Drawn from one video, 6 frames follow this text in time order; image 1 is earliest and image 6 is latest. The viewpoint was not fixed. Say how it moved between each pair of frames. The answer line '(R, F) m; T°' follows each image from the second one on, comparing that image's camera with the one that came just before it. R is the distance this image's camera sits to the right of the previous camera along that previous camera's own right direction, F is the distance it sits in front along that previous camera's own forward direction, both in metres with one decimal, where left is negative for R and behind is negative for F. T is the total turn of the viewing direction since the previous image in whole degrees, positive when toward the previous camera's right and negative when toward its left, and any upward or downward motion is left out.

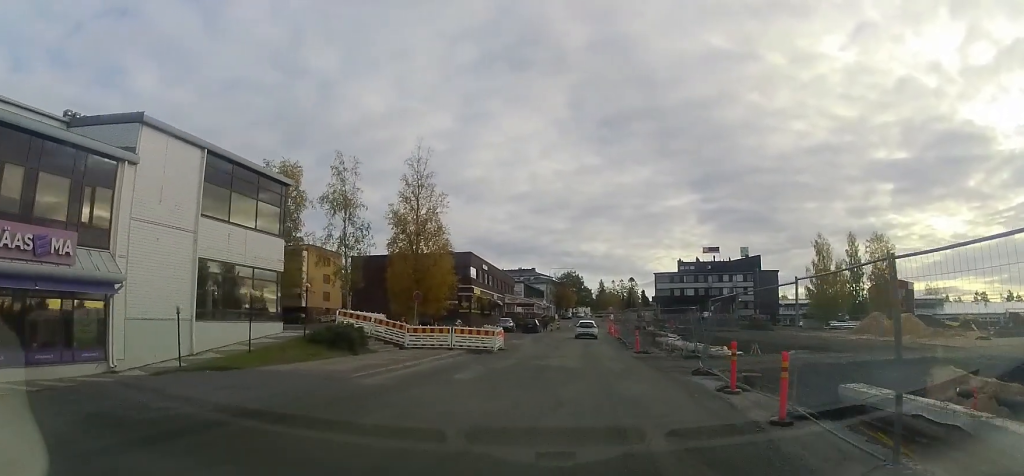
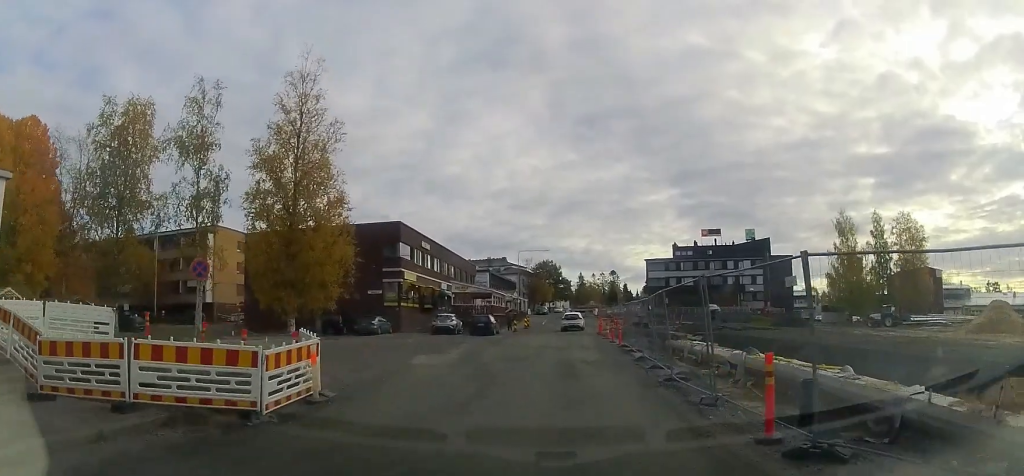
(-0.1, +19.6) m; 0°
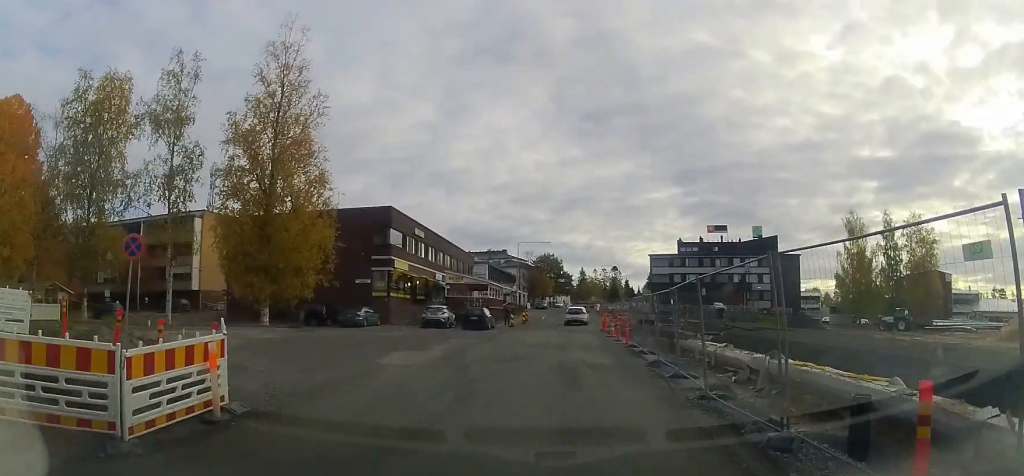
(+0.1, +3.1) m; 0°
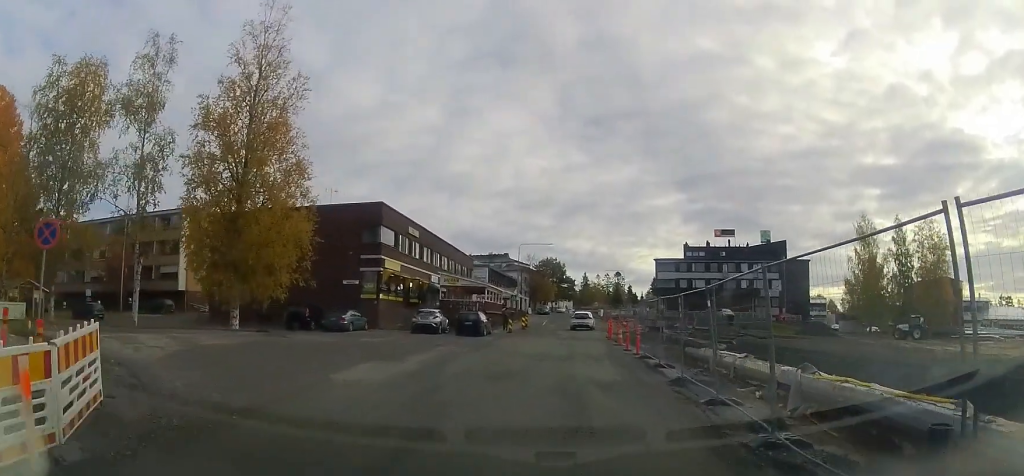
(-0.3, +3.1) m; 0°
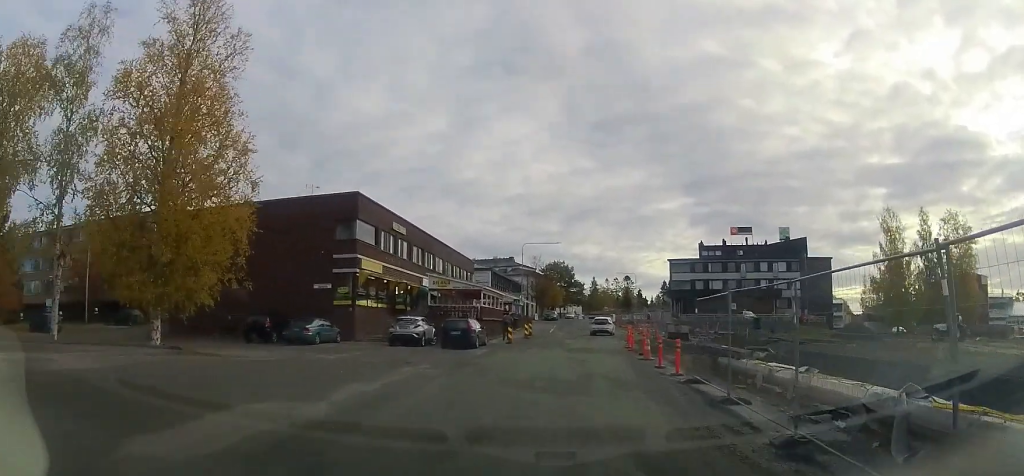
(+0.3, +6.4) m; 0°
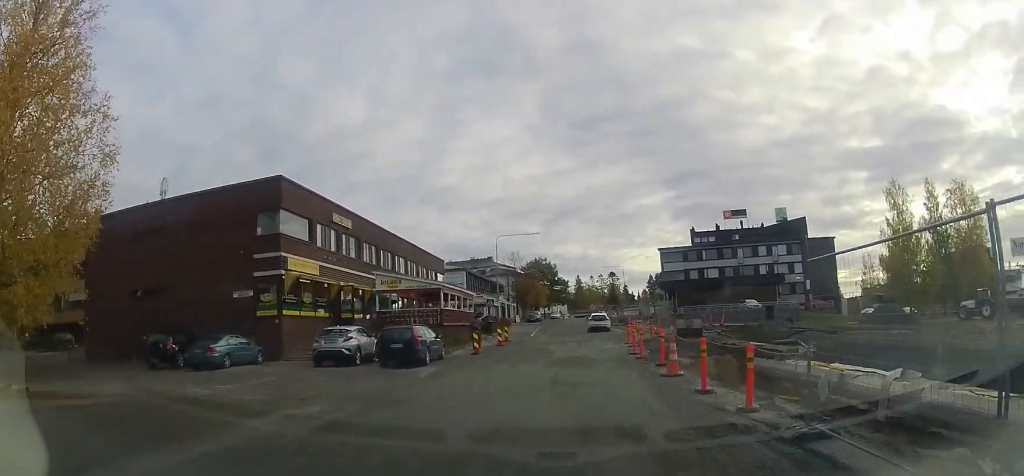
(-0.3, +7.4) m; 0°
